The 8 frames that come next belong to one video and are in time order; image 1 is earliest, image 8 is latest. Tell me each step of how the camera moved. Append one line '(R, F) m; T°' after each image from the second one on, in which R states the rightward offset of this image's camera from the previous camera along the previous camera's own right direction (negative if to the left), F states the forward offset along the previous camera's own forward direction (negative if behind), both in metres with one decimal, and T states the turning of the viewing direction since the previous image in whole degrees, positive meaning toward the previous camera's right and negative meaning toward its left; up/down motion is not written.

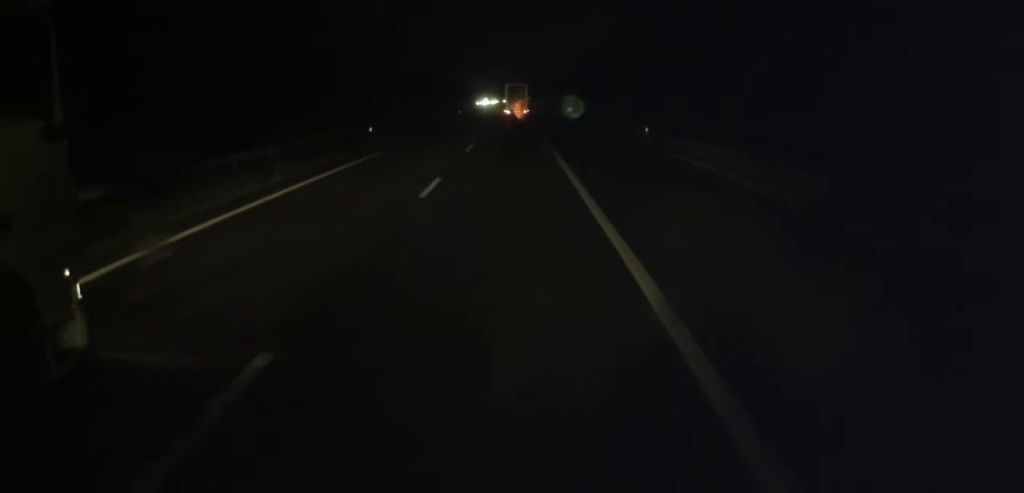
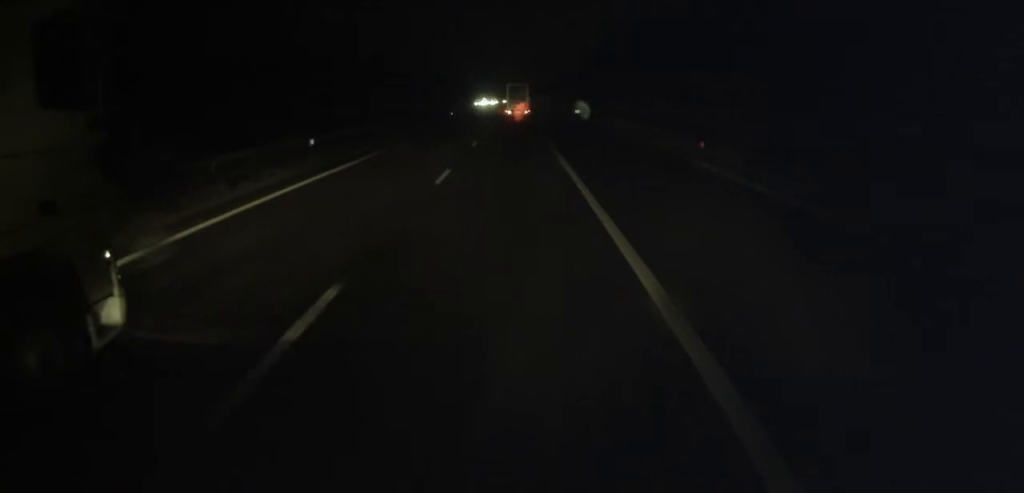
(+0.1, +10.0) m; 0°
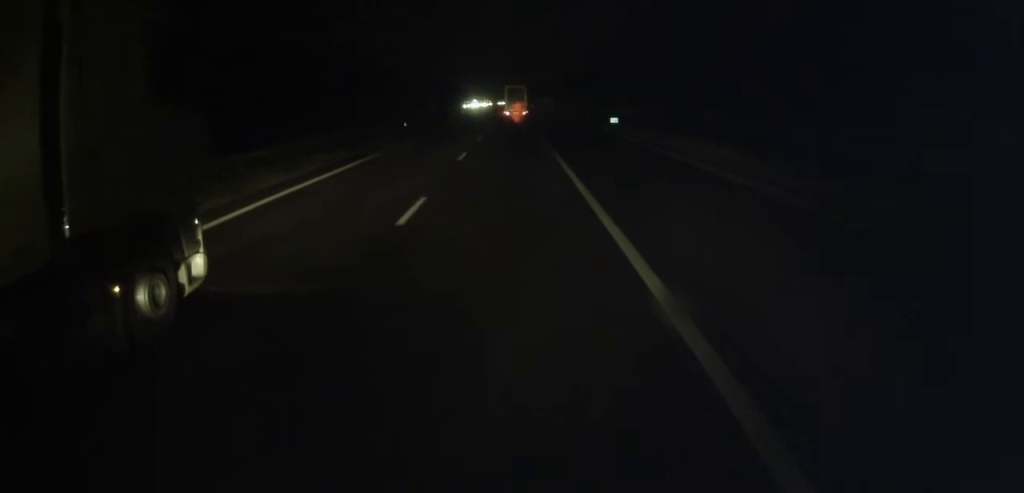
(-0.2, +29.4) m; -1°
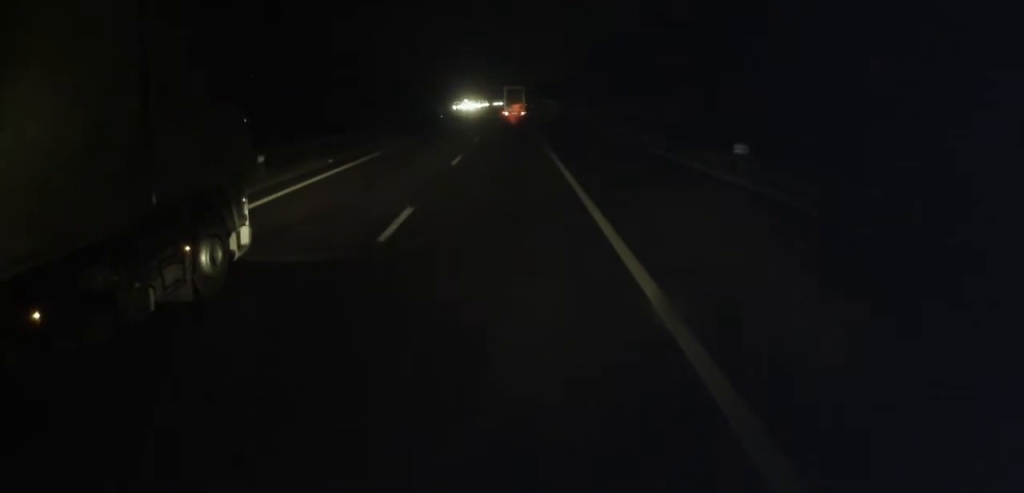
(-0.1, +25.6) m; 0°
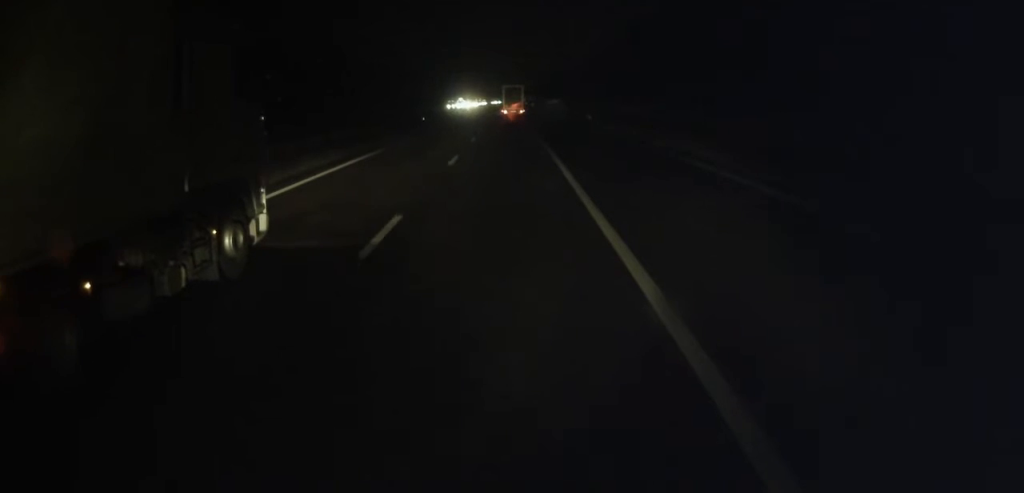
(-0.1, +13.3) m; 0°
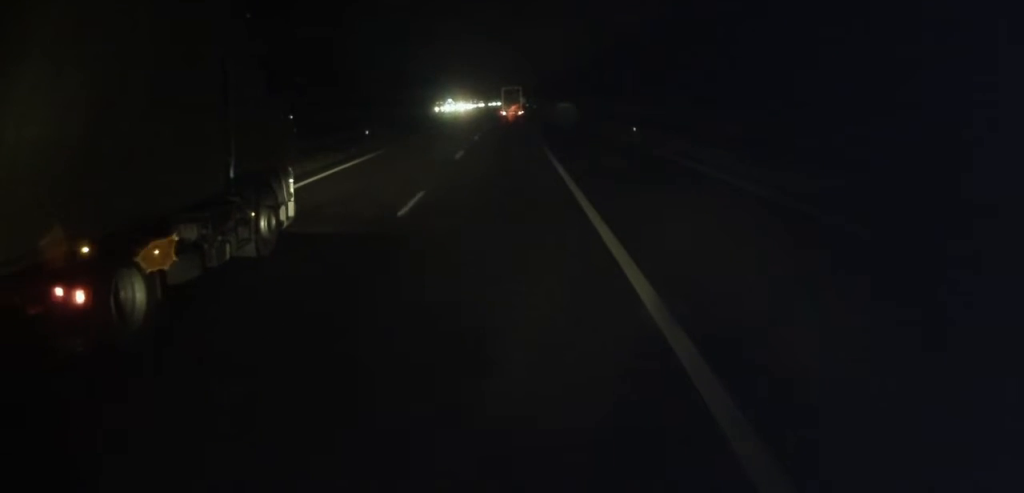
(+0.1, +20.9) m; 0°
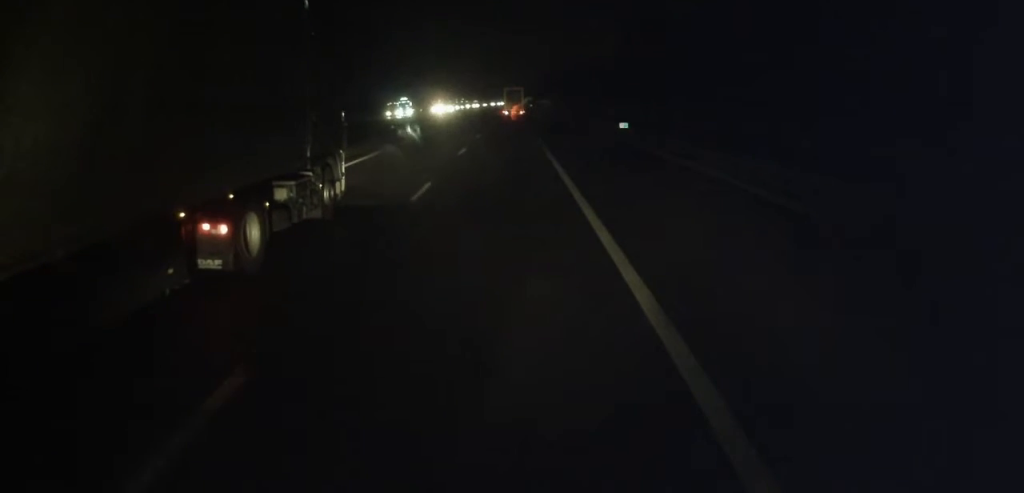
(+0.4, +45.9) m; +1°
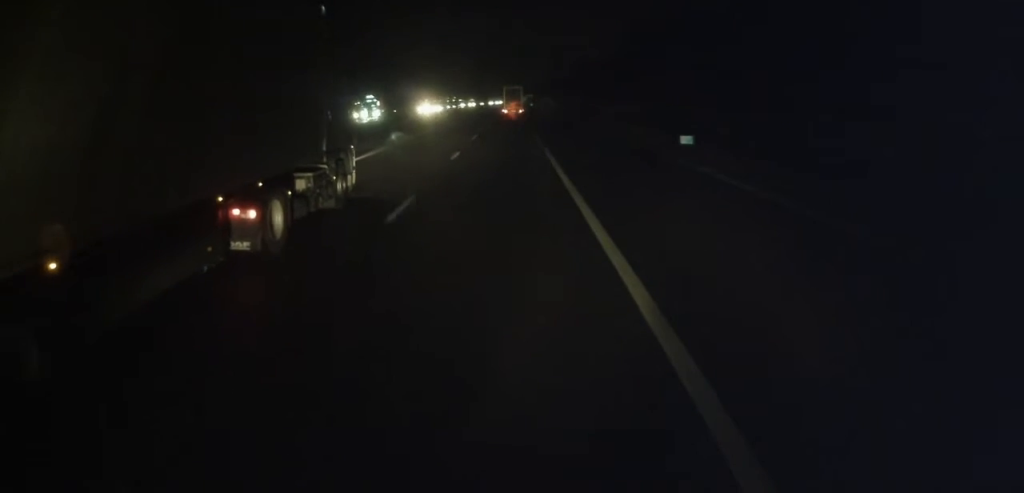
(+0.1, +14.5) m; 0°
